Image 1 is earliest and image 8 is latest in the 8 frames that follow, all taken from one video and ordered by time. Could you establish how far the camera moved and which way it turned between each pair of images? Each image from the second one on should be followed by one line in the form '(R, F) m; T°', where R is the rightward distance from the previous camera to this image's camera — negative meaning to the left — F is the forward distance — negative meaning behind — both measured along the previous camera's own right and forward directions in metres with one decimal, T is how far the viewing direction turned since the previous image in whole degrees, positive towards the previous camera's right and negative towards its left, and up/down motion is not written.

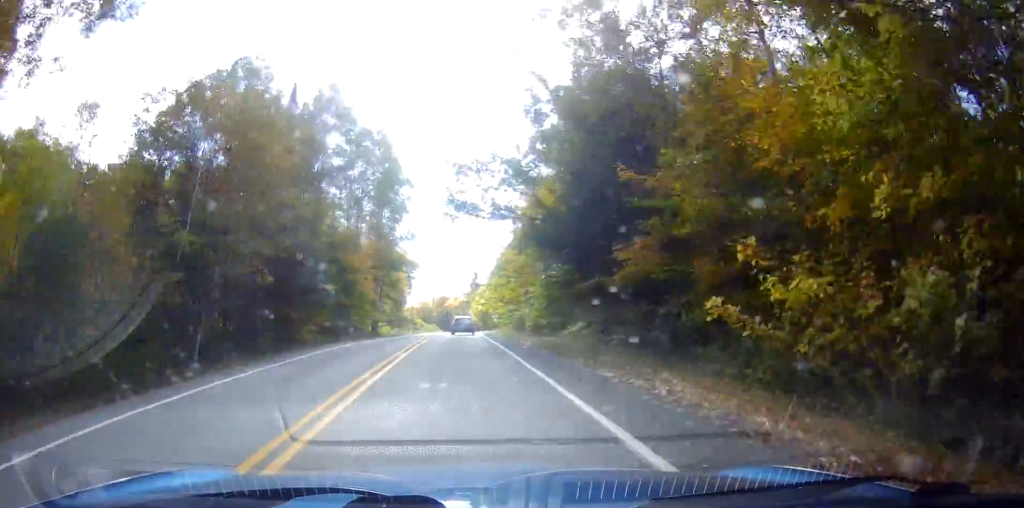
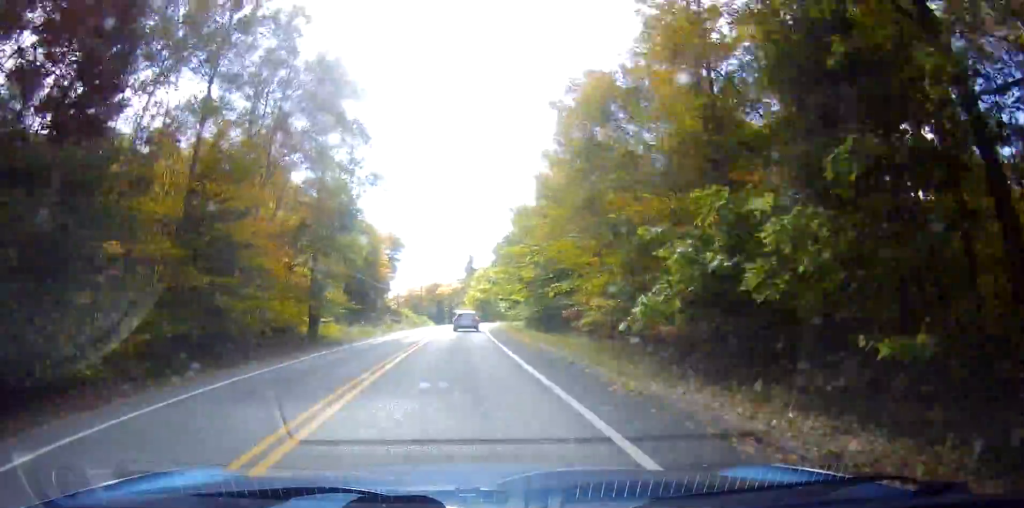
(+0.1, +23.6) m; 0°
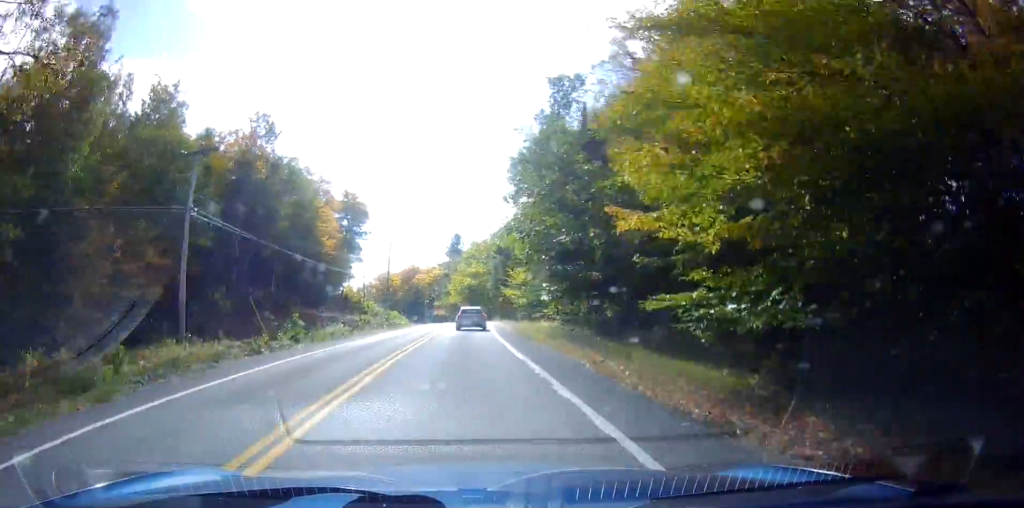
(+0.2, +33.4) m; +1°
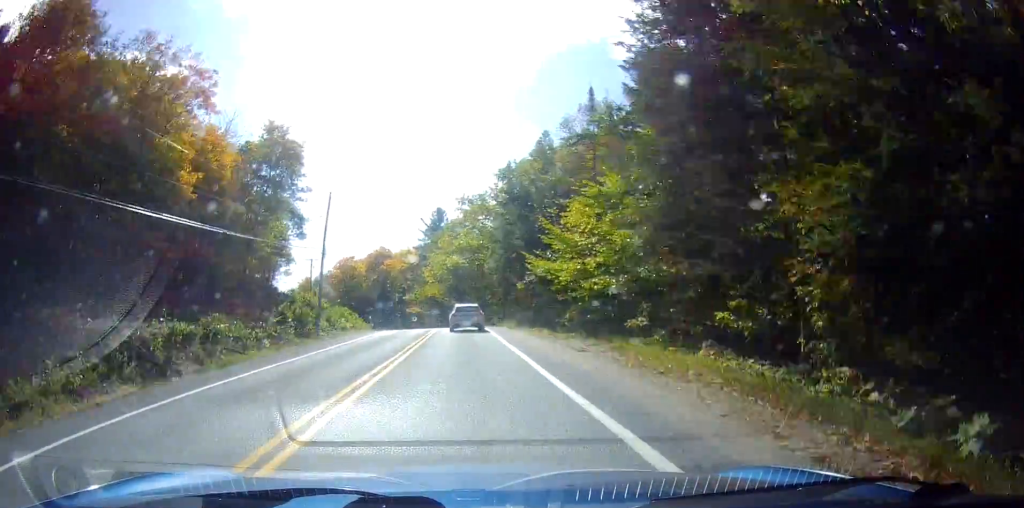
(+0.6, +32.1) m; +1°
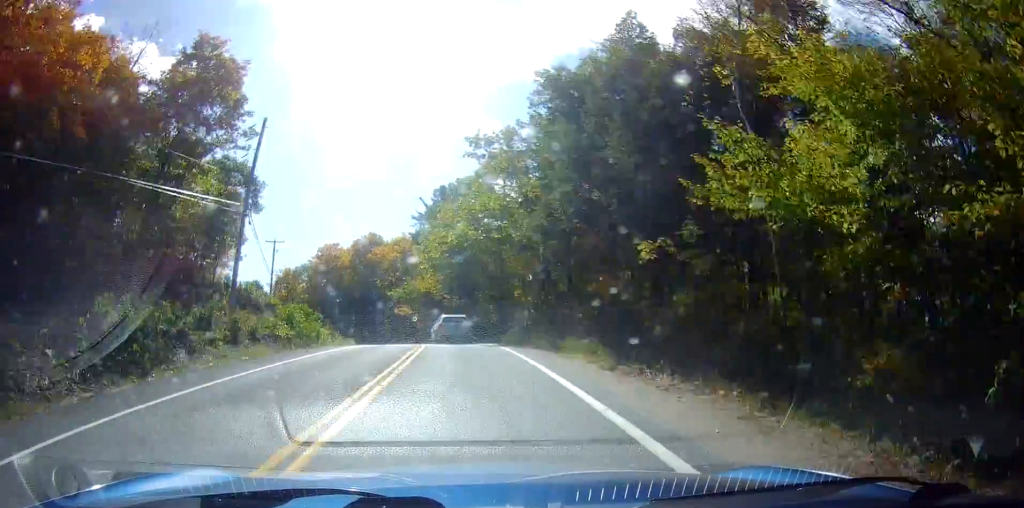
(0.0, +21.4) m; -1°
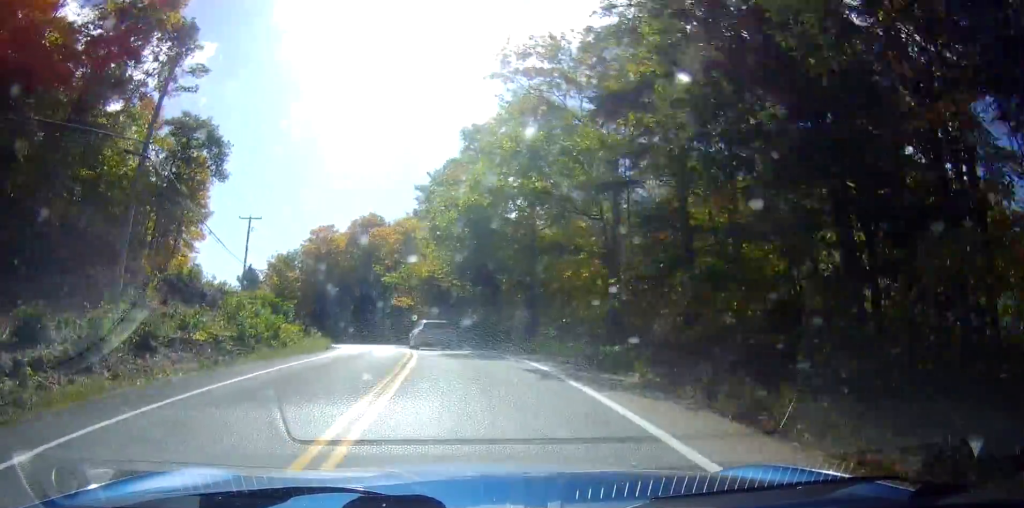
(+0.2, +12.8) m; -3°
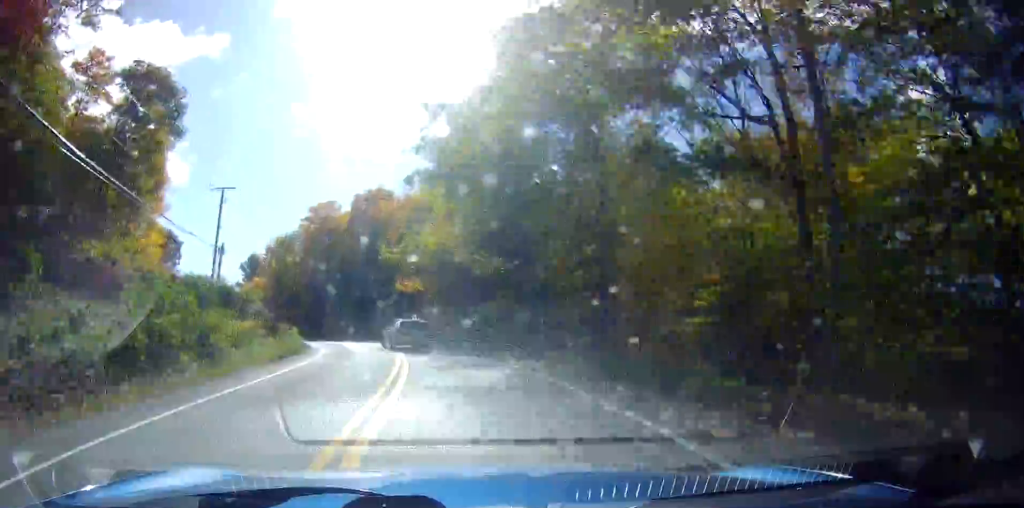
(-0.3, +11.9) m; -3°
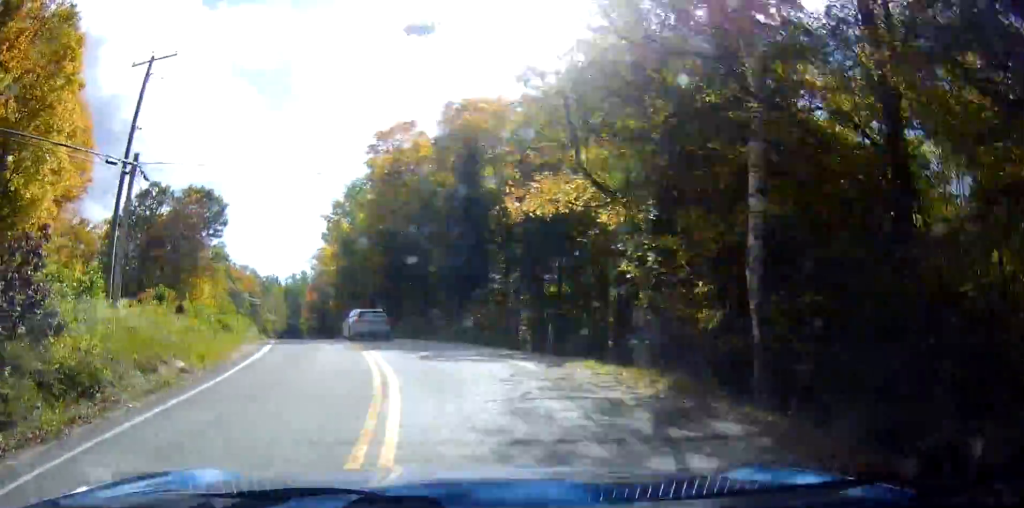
(-2.0, +28.0) m; -9°
